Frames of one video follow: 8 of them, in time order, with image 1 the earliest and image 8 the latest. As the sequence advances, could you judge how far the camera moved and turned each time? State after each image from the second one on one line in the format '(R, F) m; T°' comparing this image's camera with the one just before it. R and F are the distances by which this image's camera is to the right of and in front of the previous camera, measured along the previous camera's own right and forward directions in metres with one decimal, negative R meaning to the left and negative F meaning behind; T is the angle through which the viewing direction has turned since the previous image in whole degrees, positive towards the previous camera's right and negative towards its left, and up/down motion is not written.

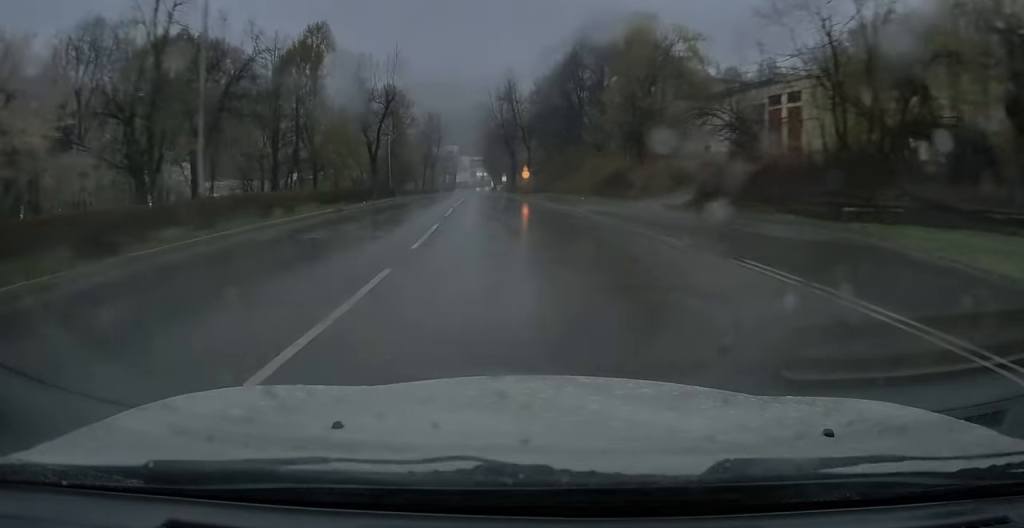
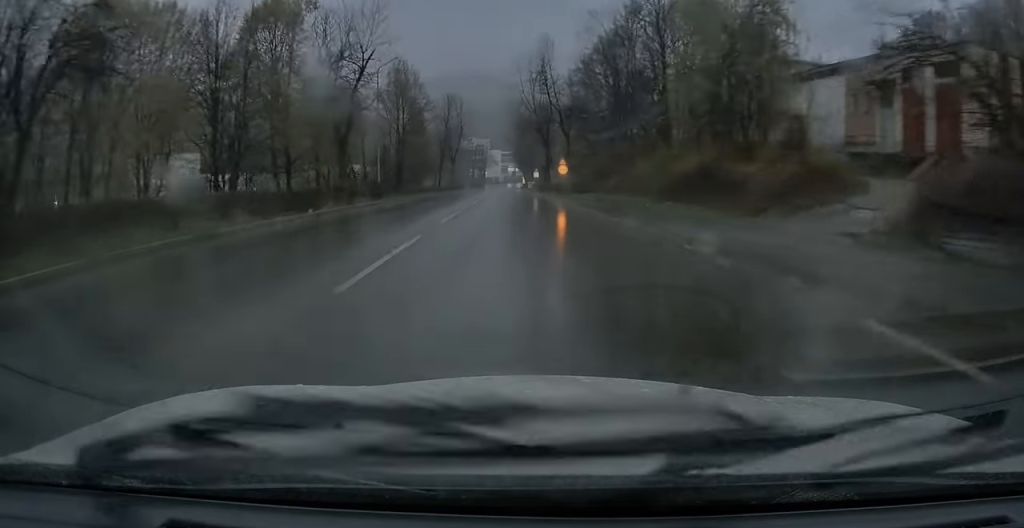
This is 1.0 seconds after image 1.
(-0.1, +14.7) m; -2°
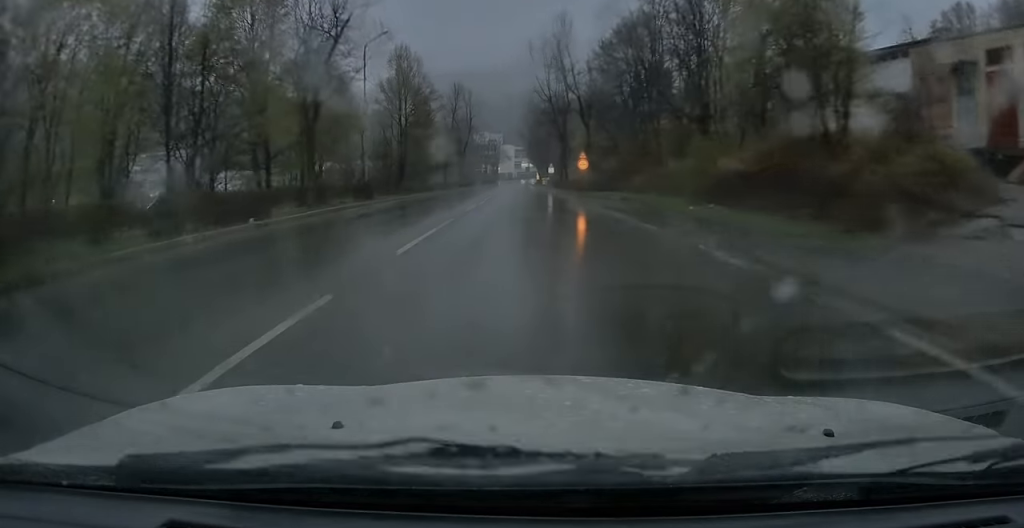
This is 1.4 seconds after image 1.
(0.0, +6.4) m; -1°
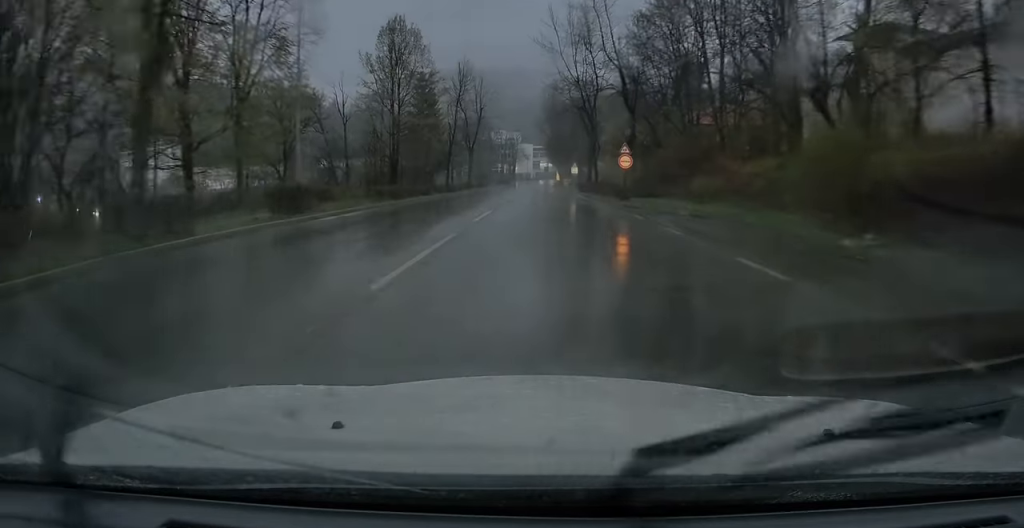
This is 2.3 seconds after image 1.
(-0.4, +12.4) m; -2°
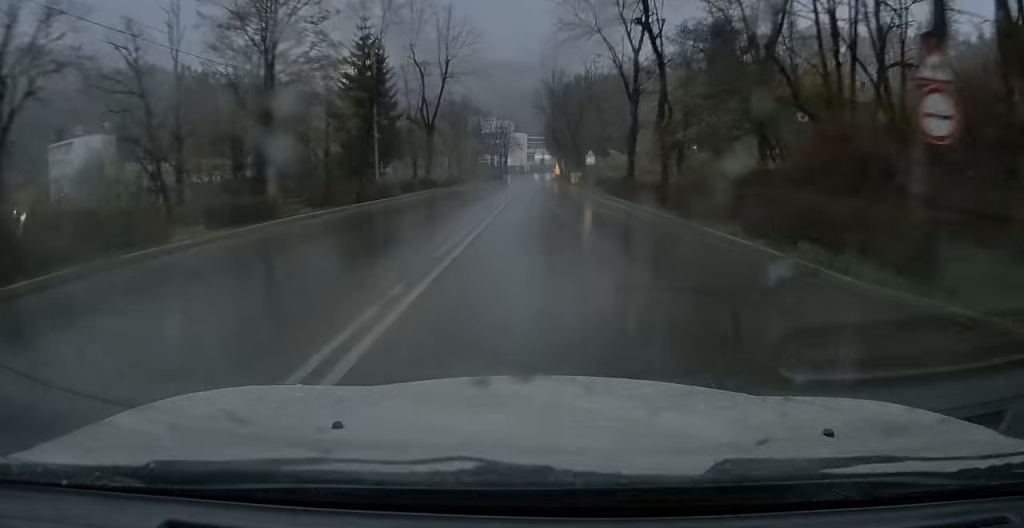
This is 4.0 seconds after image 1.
(0.0, +26.4) m; 0°
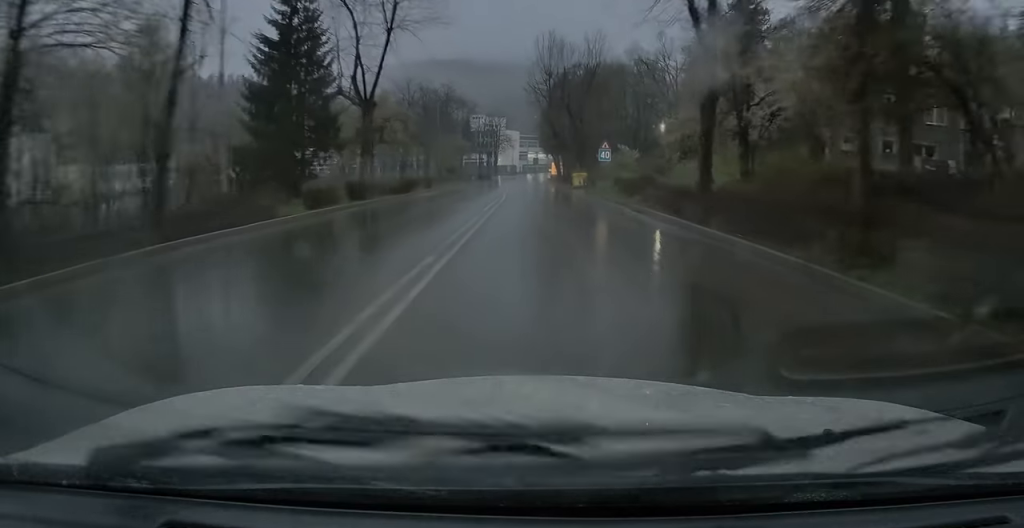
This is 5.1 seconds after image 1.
(0.0, +15.2) m; +1°
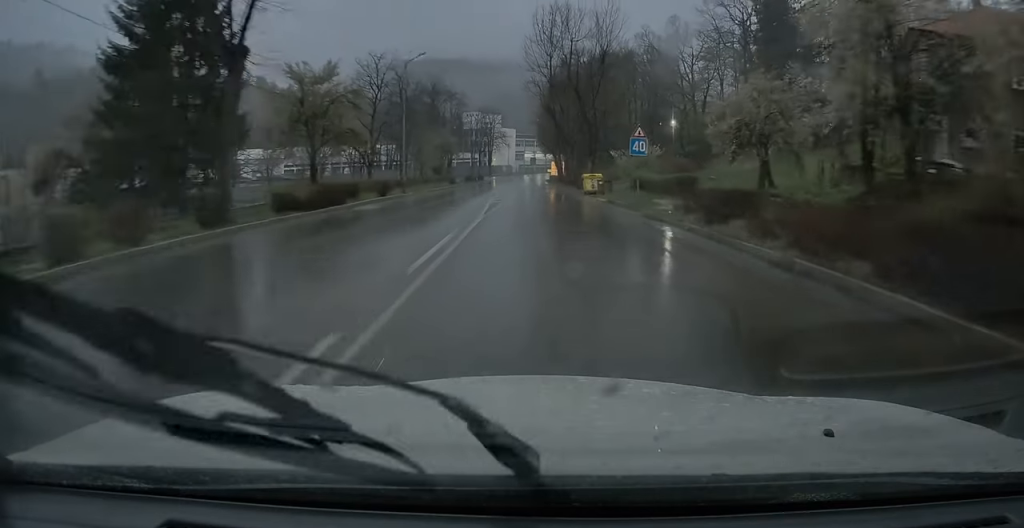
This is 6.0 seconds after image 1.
(+0.1, +13.2) m; +1°
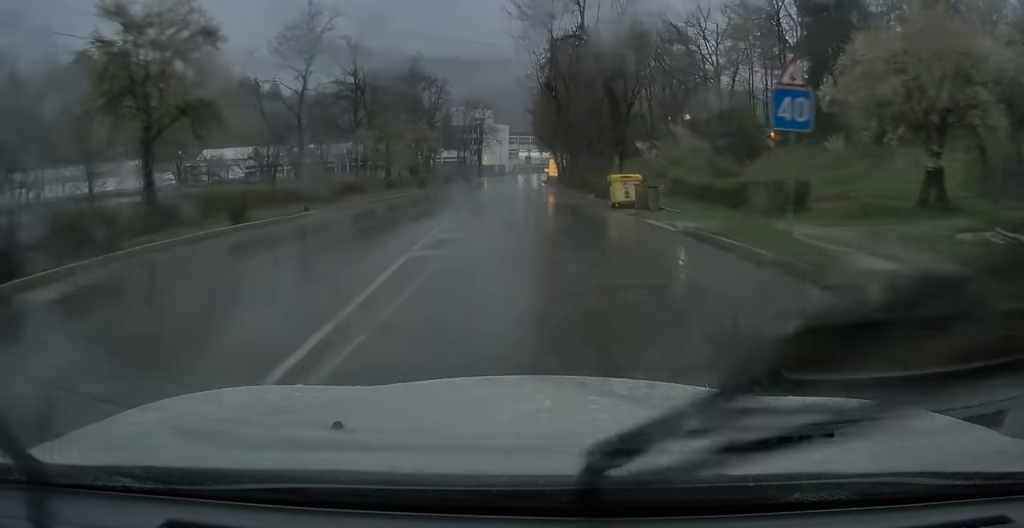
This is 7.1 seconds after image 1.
(+0.1, +16.5) m; 0°
